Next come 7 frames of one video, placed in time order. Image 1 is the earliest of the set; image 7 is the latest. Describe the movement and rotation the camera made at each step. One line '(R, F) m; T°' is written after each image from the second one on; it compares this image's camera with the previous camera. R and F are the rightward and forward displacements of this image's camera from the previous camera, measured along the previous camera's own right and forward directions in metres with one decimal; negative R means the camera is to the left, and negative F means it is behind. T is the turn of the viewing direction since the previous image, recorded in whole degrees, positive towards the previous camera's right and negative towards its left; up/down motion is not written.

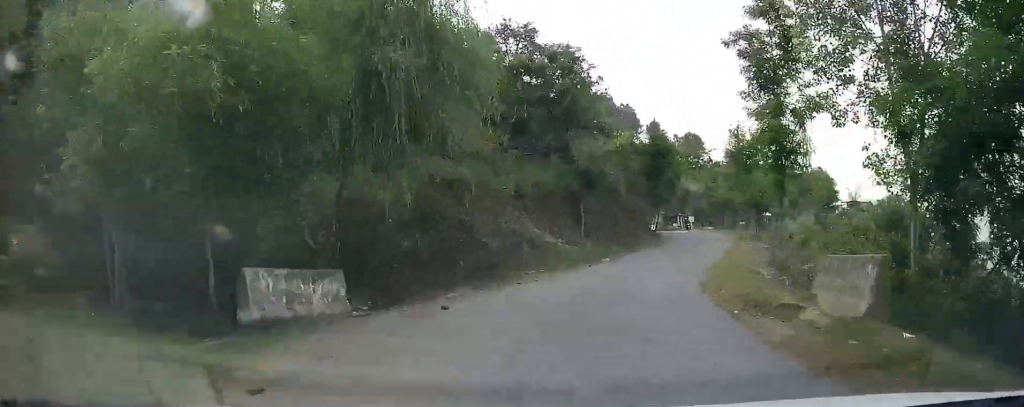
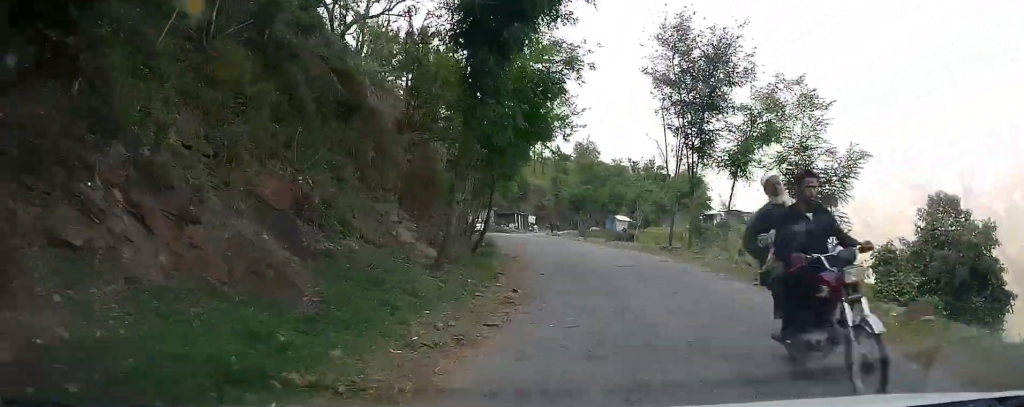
(+3.4, +24.4) m; +14°
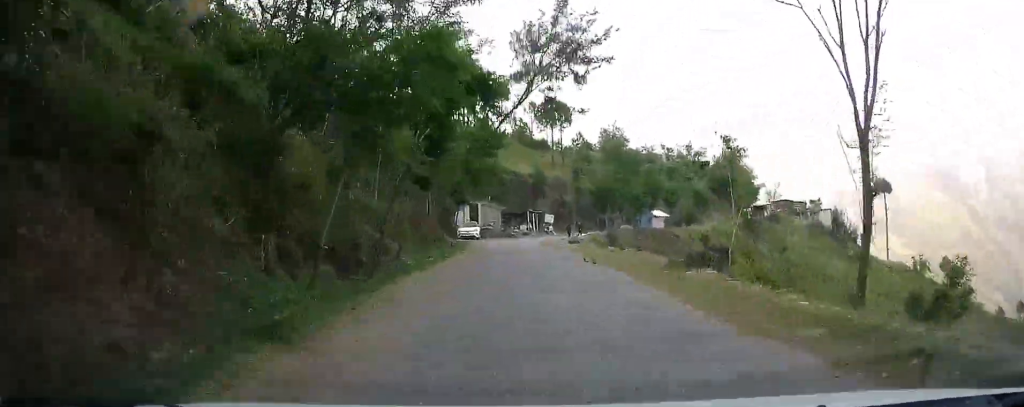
(+0.7, +17.9) m; -1°
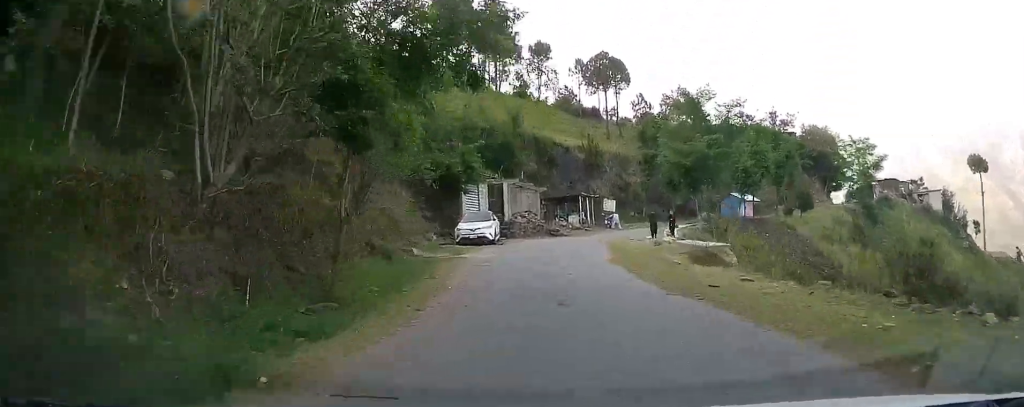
(-1.4, +21.1) m; -5°
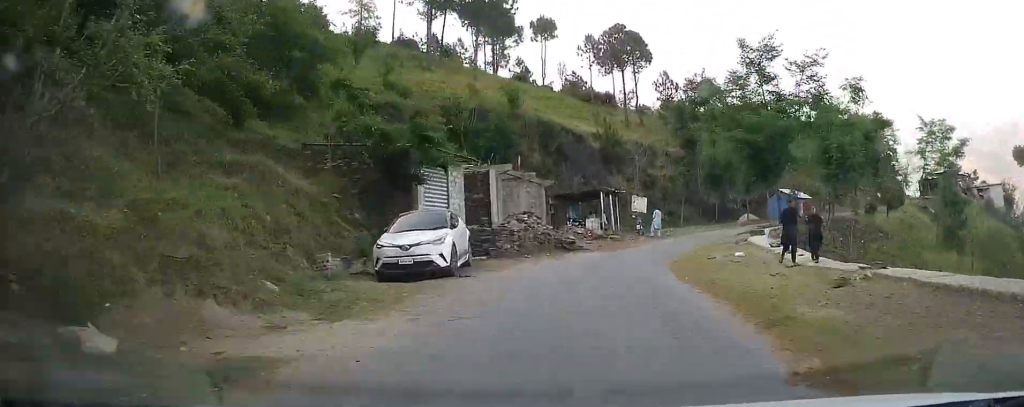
(+0.1, +13.6) m; +3°
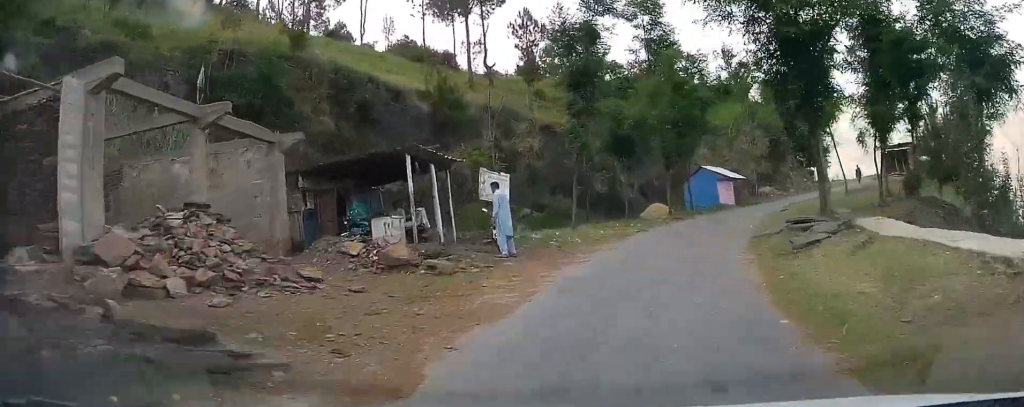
(+1.4, +20.2) m; +13°
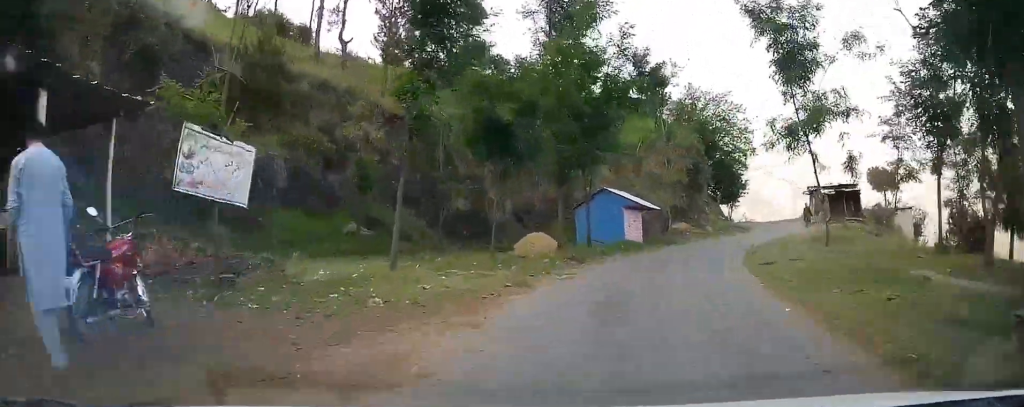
(+1.3, +11.0) m; +12°
